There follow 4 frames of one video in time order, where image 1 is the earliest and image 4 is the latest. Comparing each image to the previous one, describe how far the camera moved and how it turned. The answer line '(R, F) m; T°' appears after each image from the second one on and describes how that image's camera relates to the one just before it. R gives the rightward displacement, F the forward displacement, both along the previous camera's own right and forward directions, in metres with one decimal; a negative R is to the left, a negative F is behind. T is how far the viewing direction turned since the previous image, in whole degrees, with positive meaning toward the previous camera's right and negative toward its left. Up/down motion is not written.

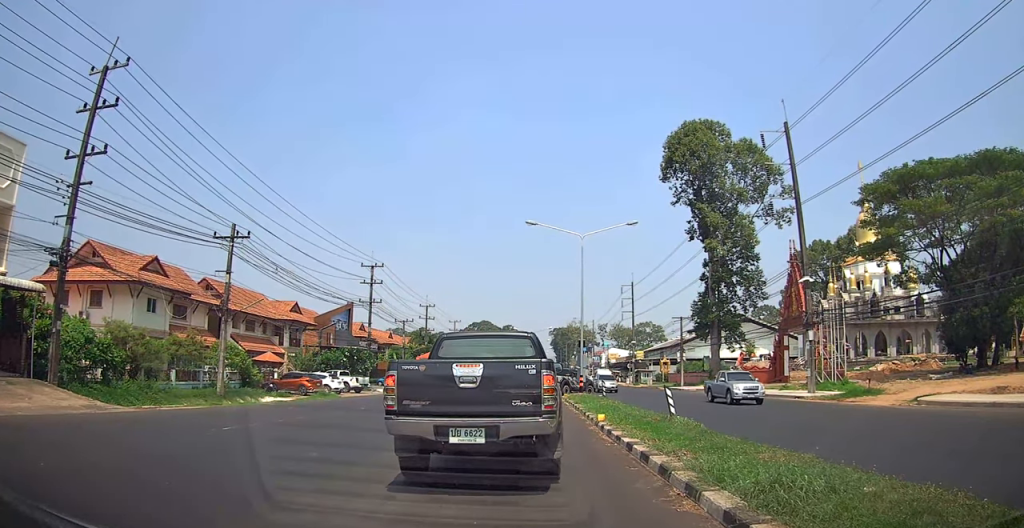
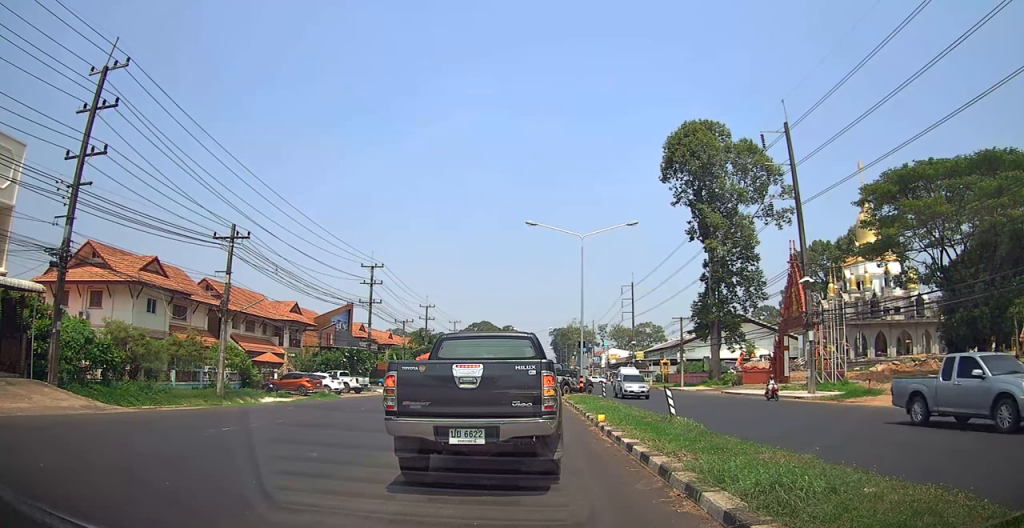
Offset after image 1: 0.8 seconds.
(+0.1, +0.4) m; 0°
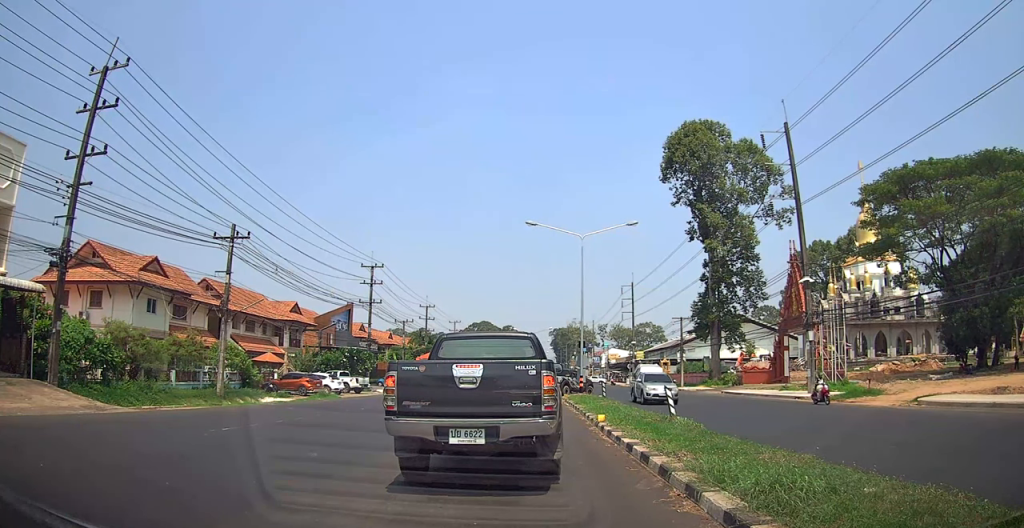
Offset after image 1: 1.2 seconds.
(0.0, 0.0) m; 0°
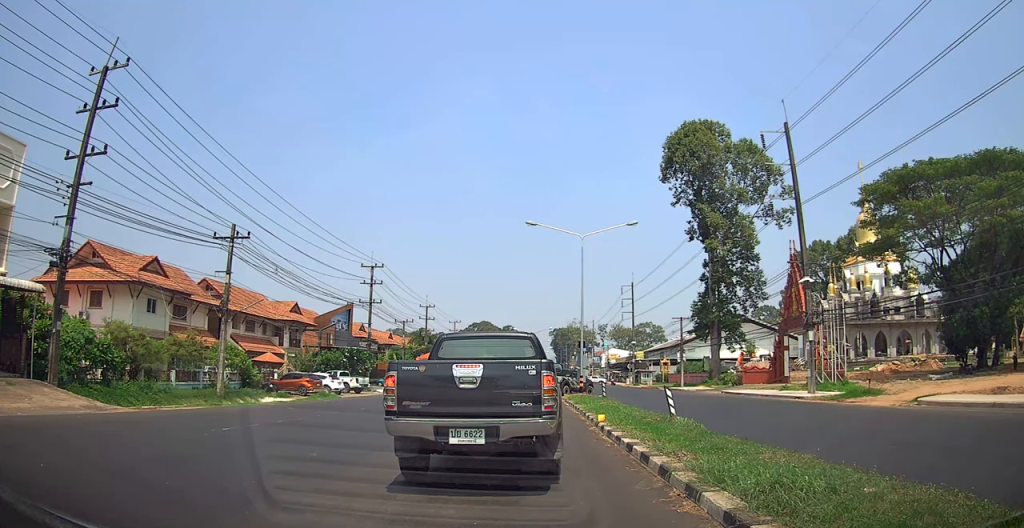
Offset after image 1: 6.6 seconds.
(0.0, 0.0) m; 0°
